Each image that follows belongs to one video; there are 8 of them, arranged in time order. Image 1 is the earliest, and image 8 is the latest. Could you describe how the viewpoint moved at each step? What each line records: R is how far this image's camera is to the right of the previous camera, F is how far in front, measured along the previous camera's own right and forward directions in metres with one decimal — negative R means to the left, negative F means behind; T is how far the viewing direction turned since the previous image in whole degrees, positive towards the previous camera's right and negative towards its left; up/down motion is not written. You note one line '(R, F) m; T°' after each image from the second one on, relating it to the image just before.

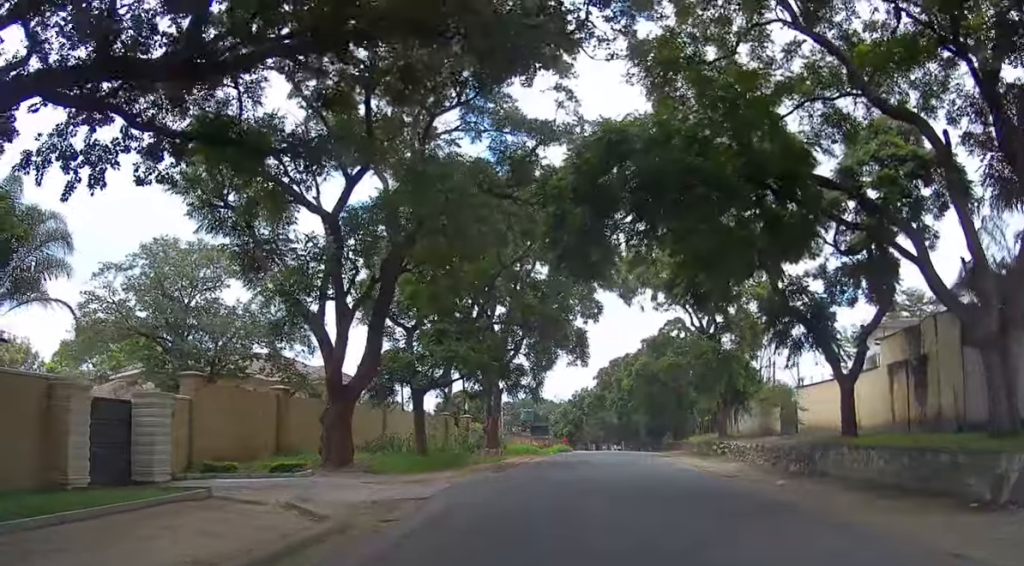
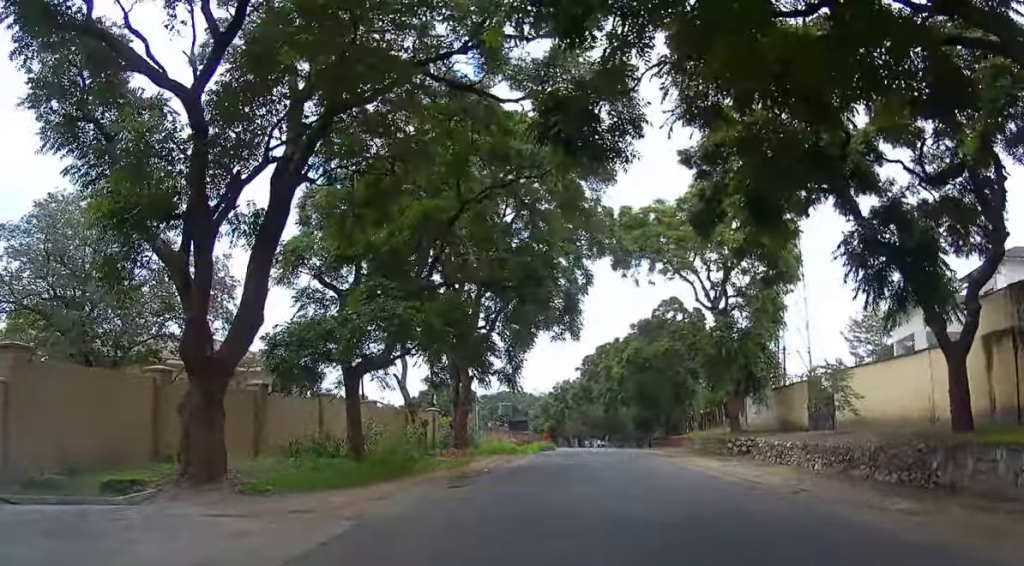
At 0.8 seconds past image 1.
(0.0, +7.9) m; +1°
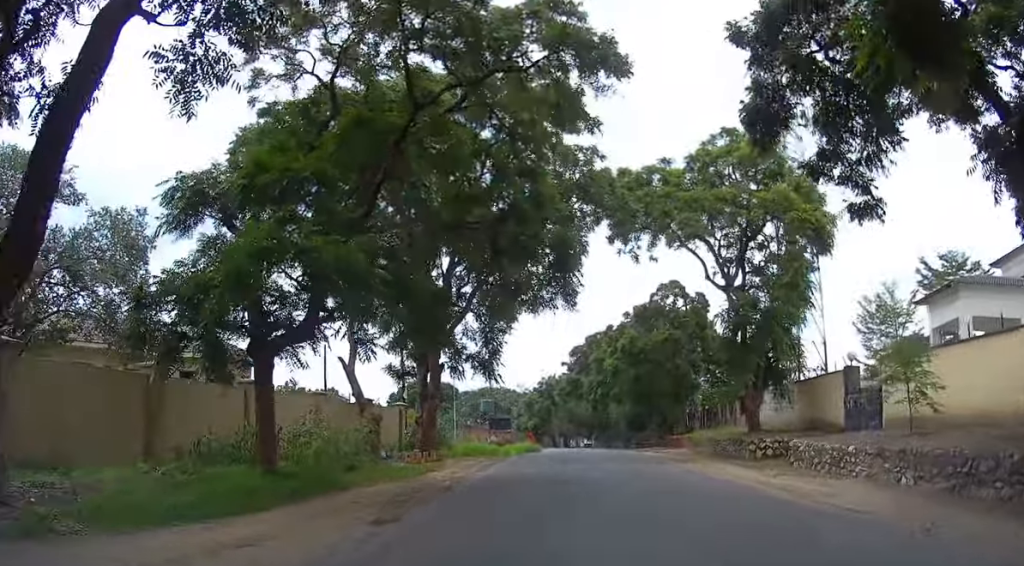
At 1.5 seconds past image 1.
(+0.1, +6.3) m; +1°
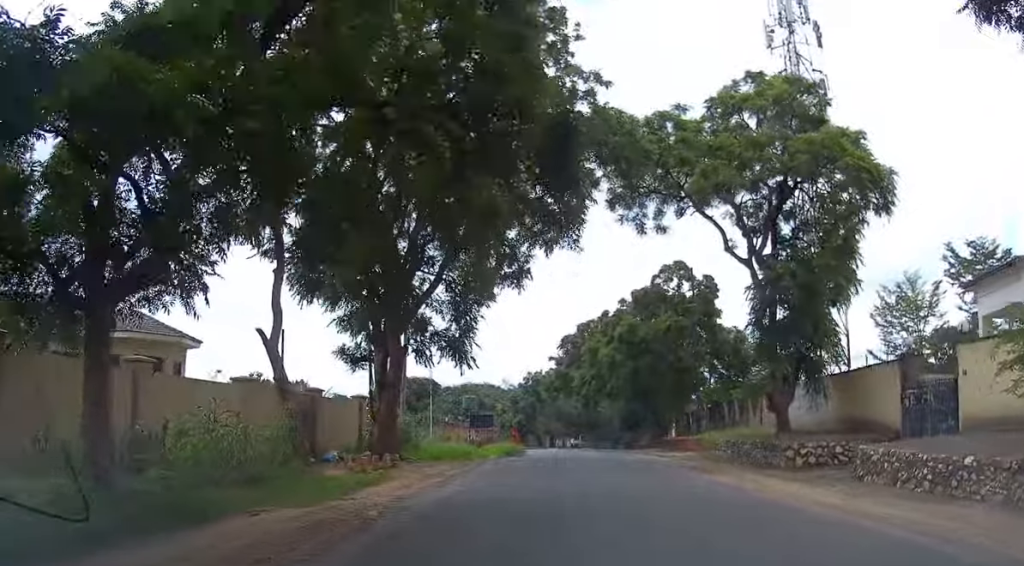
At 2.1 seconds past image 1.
(+0.1, +6.2) m; +1°
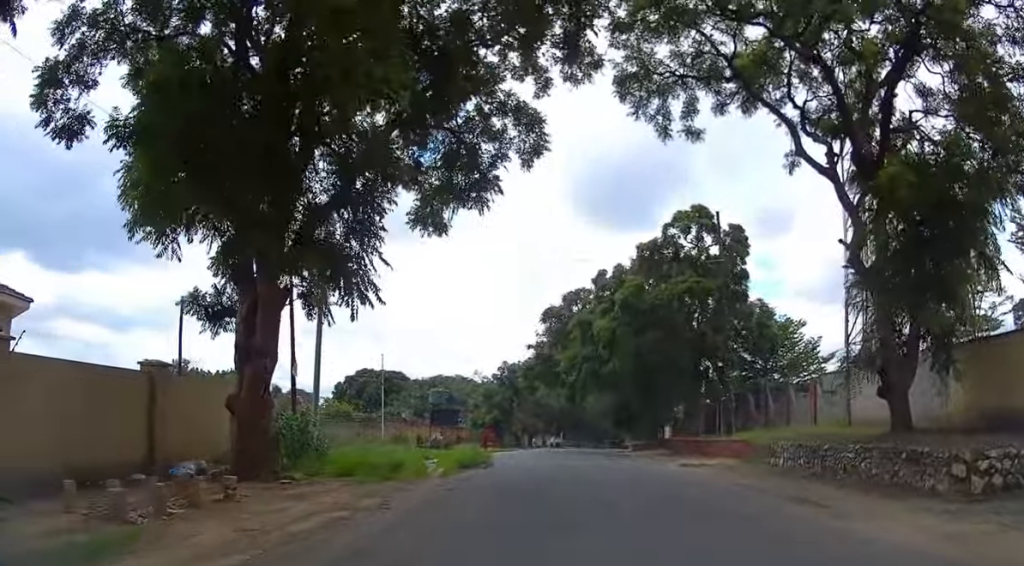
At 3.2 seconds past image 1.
(+0.1, +11.5) m; +2°
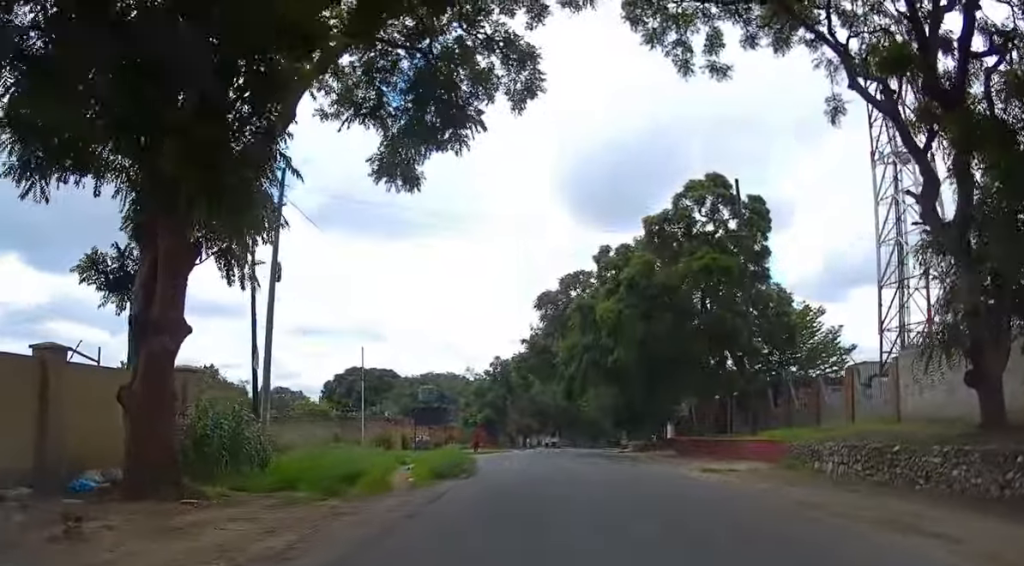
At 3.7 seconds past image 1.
(+0.1, +4.6) m; +1°
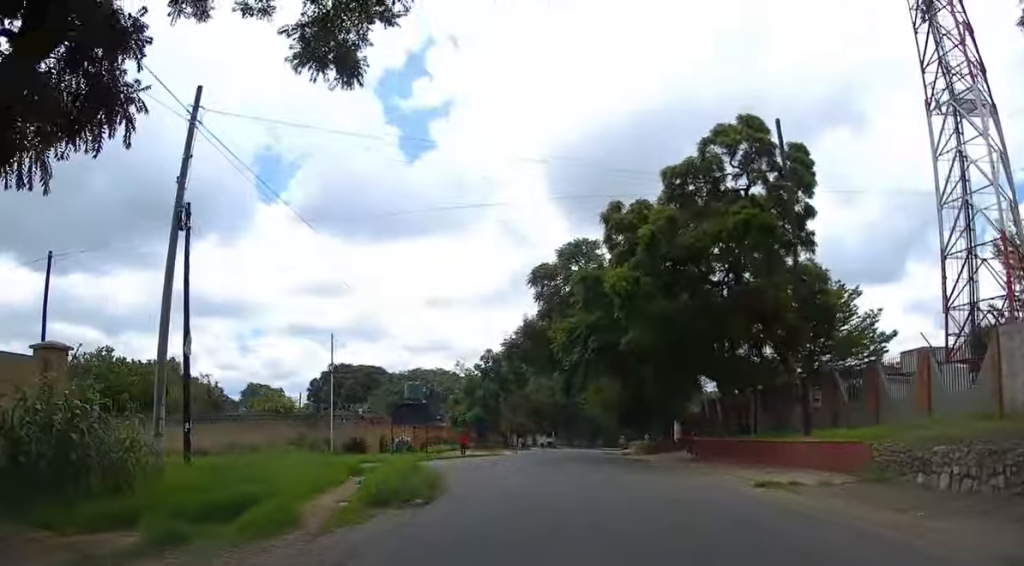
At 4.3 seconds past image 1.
(+0.1, +6.3) m; +1°
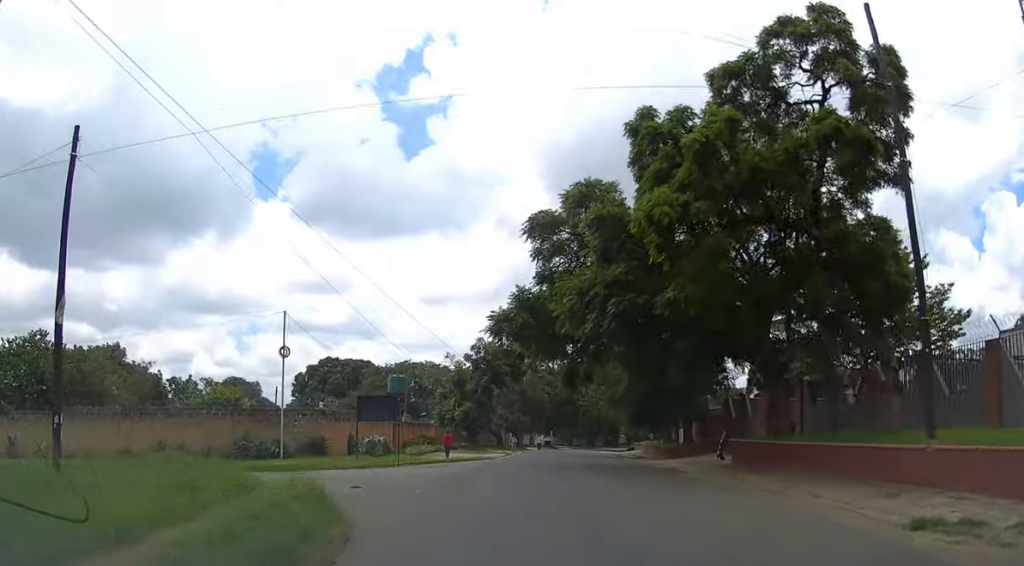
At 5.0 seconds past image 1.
(+0.1, +7.9) m; 0°
